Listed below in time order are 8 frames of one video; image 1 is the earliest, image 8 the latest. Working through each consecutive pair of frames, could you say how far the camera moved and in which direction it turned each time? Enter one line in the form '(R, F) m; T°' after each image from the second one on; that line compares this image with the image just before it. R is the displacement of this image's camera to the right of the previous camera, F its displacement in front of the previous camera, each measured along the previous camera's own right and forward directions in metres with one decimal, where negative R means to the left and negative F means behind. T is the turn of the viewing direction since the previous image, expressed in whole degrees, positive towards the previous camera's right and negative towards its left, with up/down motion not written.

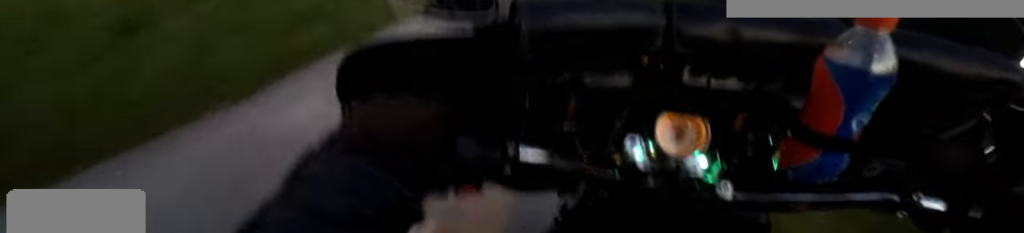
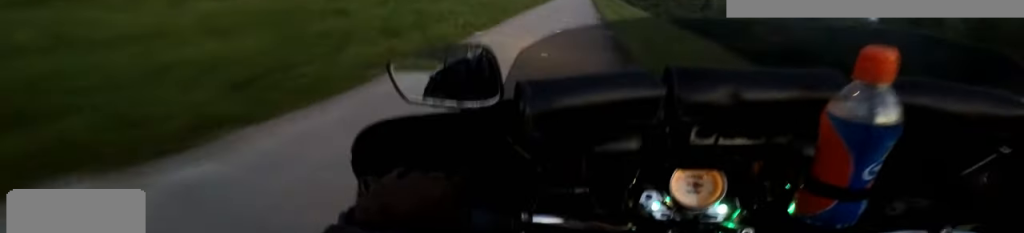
(+0.2, +4.5) m; 0°
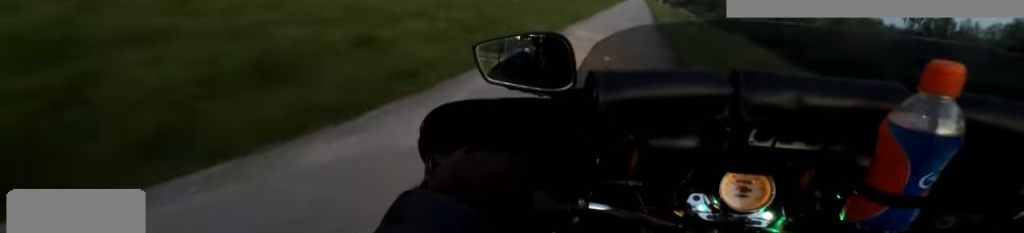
(-0.1, +12.8) m; +1°
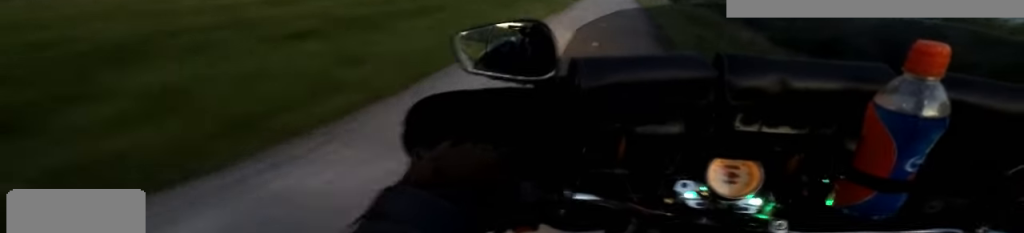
(-0.2, +16.8) m; -4°
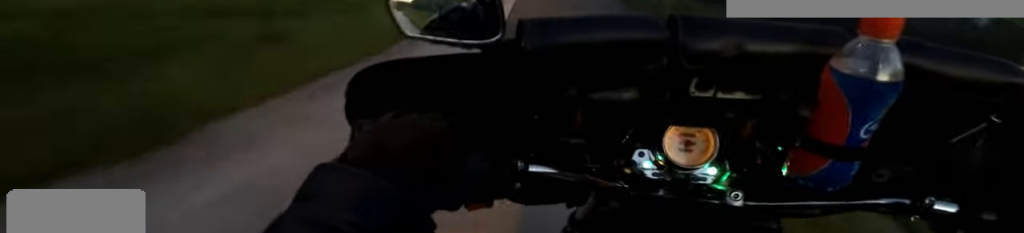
(-0.5, +7.6) m; 0°
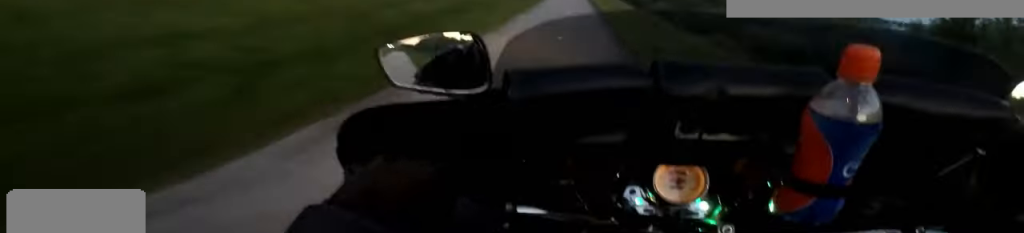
(+1.1, +14.3) m; +3°
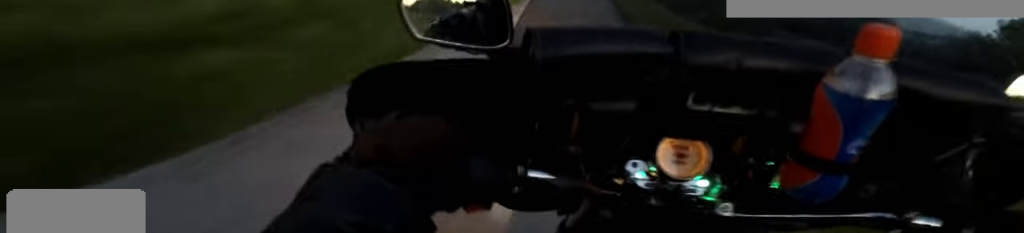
(0.0, +7.0) m; -1°
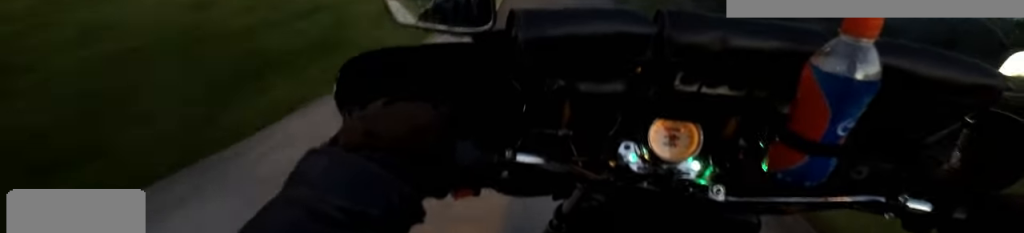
(-0.4, +9.6) m; 0°
